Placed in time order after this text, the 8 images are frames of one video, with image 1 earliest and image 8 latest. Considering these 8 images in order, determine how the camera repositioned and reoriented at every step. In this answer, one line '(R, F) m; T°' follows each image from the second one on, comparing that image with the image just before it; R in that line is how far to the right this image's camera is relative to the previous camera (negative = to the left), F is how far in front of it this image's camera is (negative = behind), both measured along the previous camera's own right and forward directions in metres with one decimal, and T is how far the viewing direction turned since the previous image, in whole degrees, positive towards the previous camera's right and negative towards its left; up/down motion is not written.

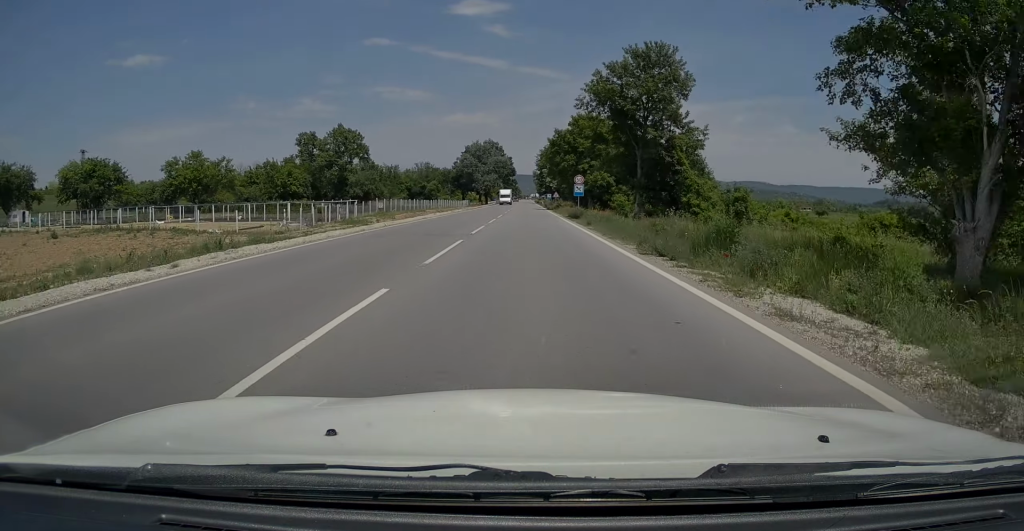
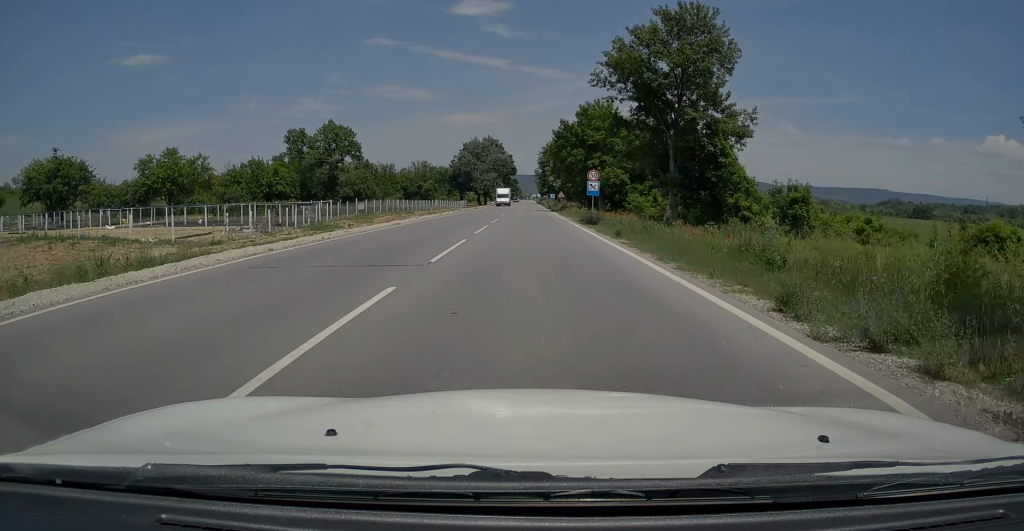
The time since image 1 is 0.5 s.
(0.0, +9.0) m; 0°
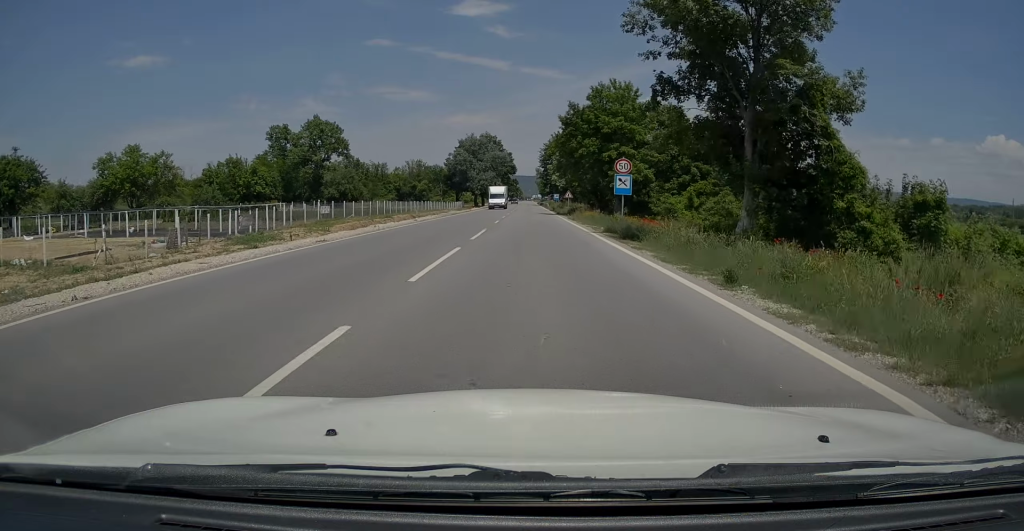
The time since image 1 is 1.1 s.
(0.0, +11.5) m; 0°
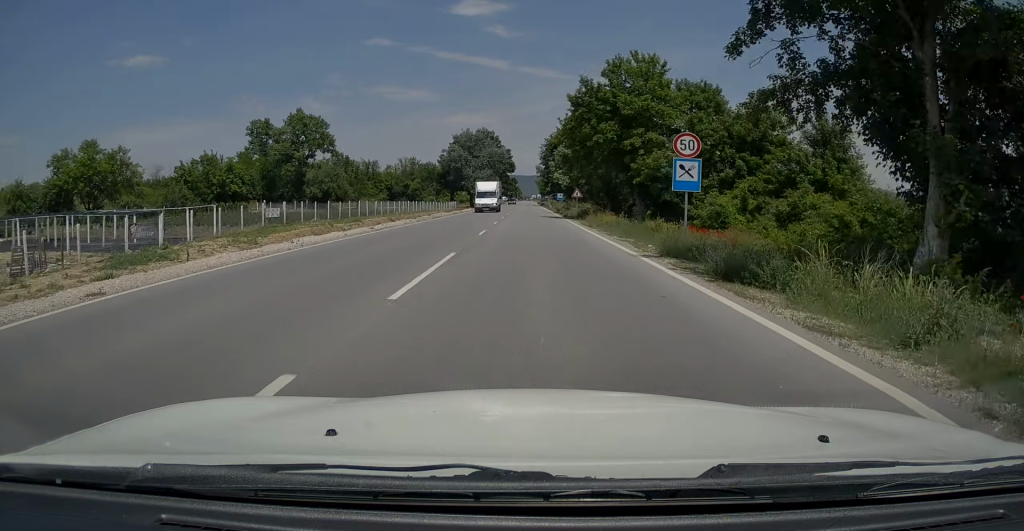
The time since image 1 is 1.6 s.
(0.0, +10.6) m; 0°
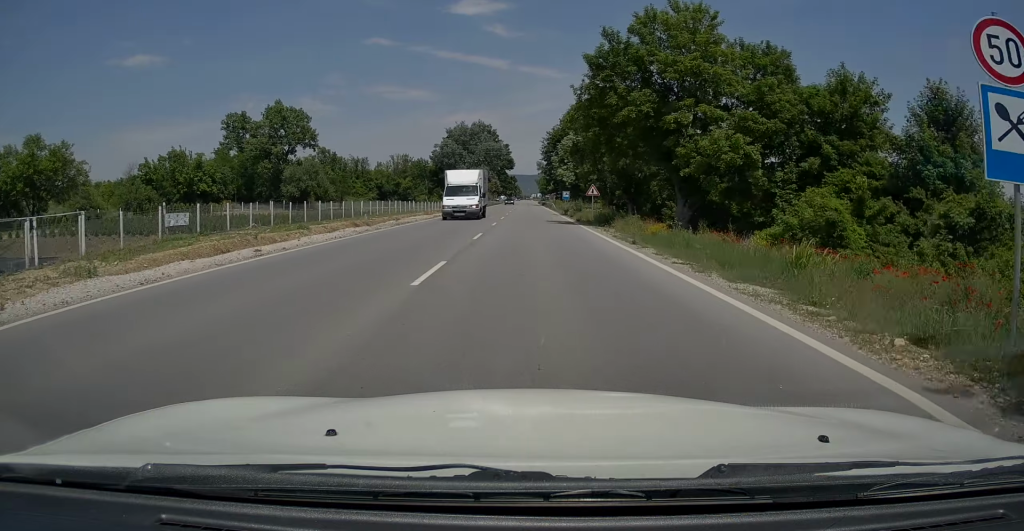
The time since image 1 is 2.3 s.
(0.0, +11.7) m; 0°
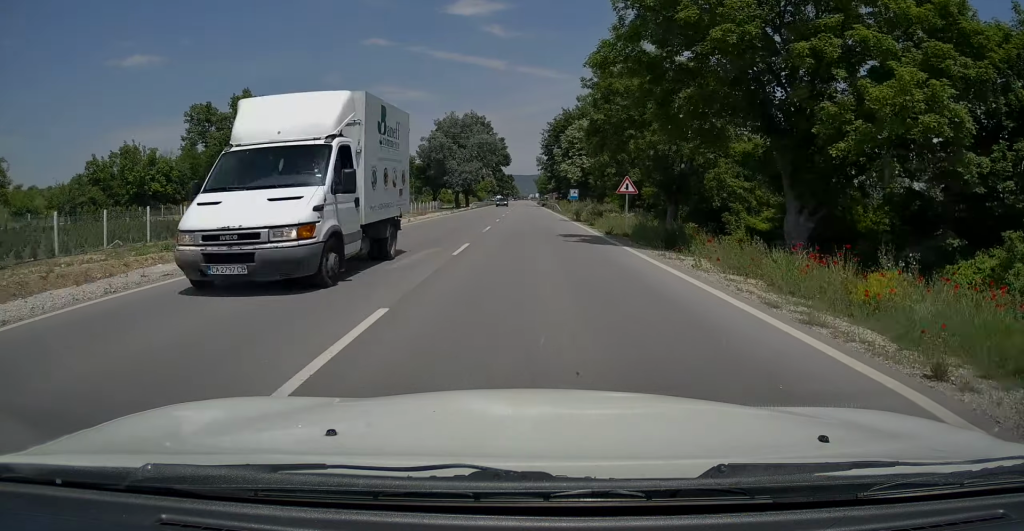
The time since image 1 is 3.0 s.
(0.0, +13.9) m; 0°
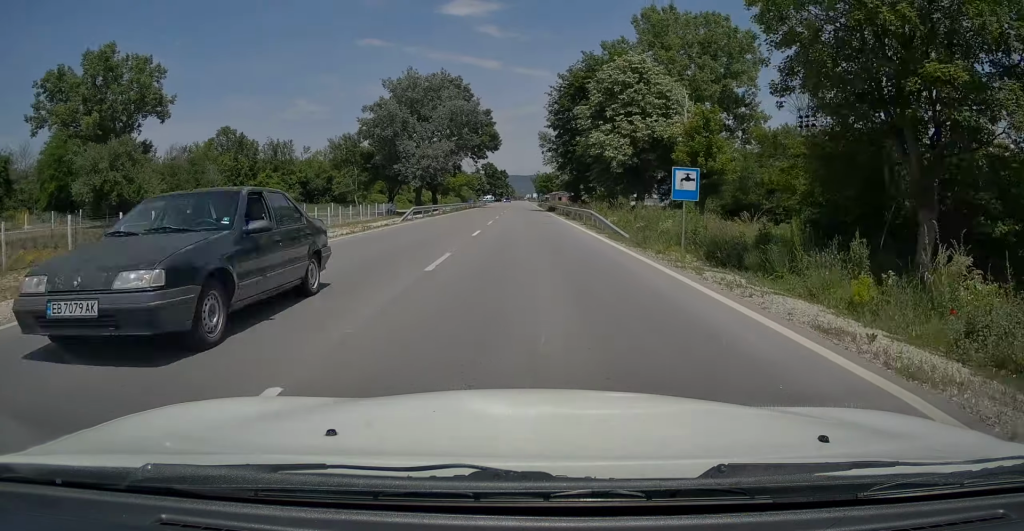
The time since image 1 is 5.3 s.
(+0.3, +39.2) m; 0°
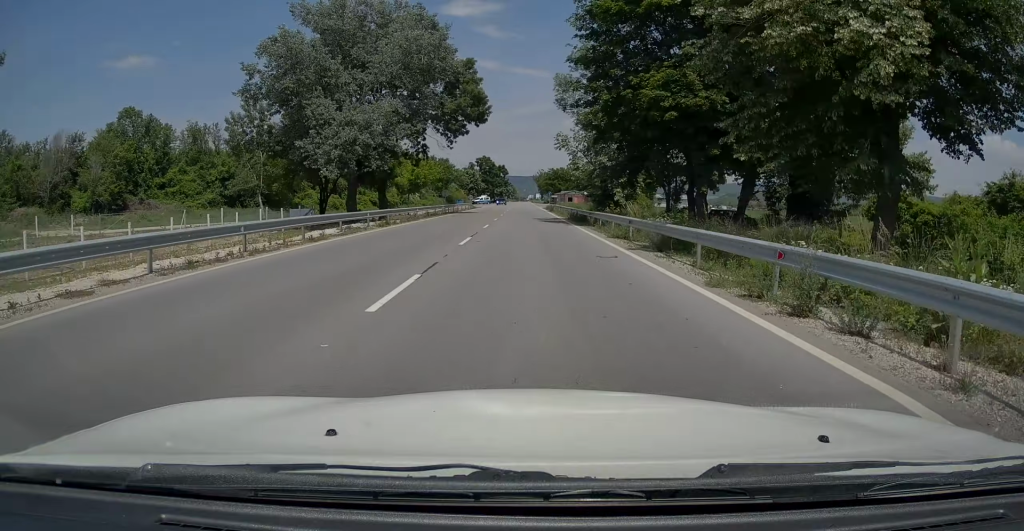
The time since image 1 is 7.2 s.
(-0.3, +30.9) m; 0°
